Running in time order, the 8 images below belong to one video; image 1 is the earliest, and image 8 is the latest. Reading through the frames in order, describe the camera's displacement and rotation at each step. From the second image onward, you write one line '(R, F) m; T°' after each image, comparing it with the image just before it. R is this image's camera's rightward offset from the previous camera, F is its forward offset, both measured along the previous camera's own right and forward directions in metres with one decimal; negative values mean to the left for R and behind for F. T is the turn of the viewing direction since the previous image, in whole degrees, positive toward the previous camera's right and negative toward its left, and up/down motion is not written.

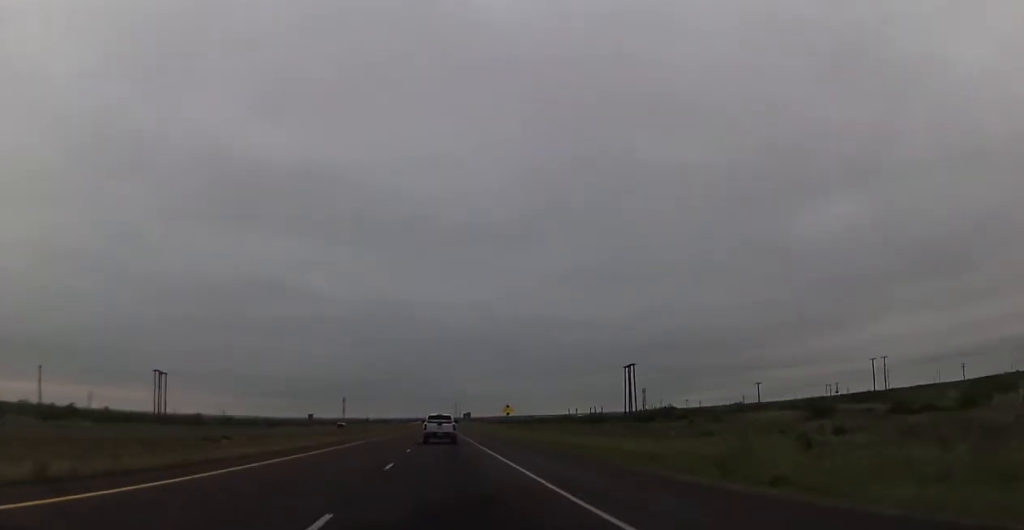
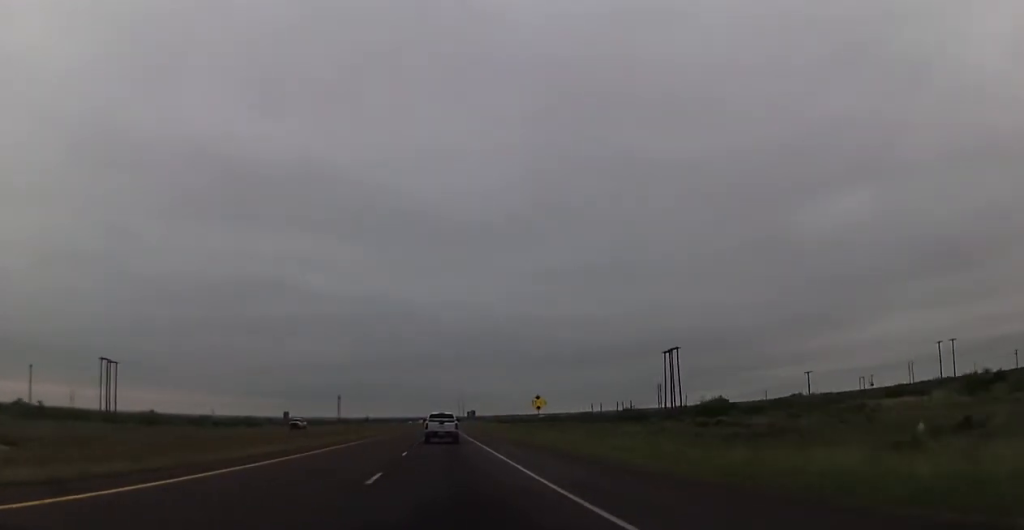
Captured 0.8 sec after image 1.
(-0.1, +28.4) m; 0°
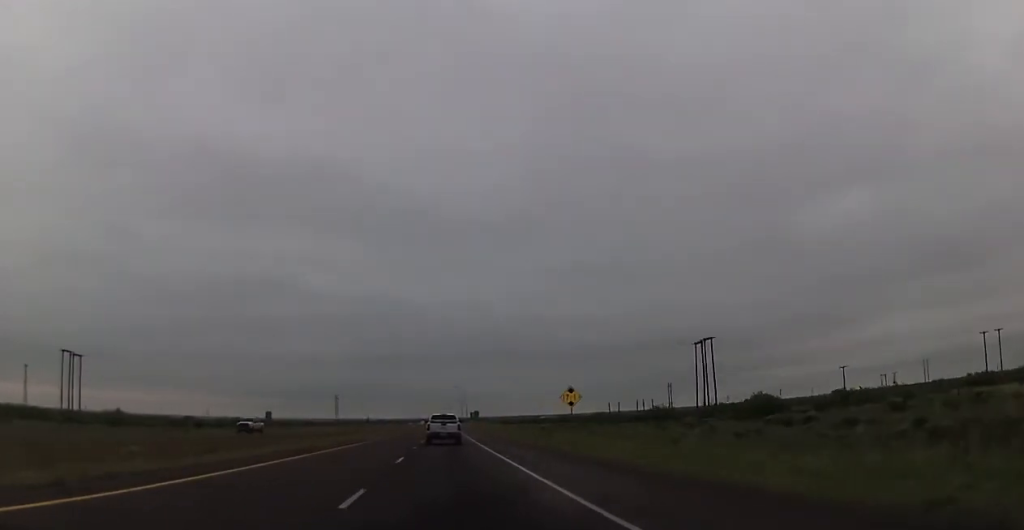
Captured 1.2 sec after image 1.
(-0.2, +16.1) m; 0°
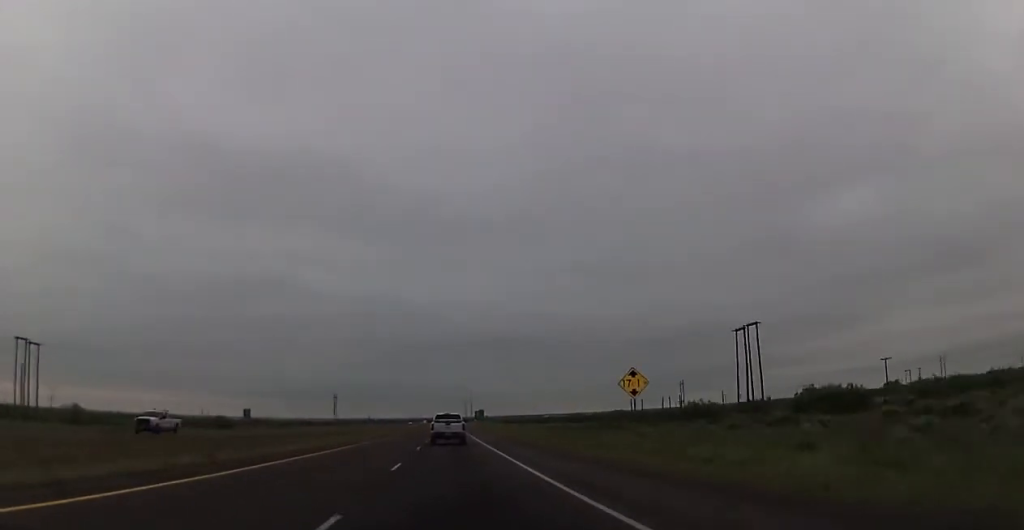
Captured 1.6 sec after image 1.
(-0.1, +16.1) m; 0°
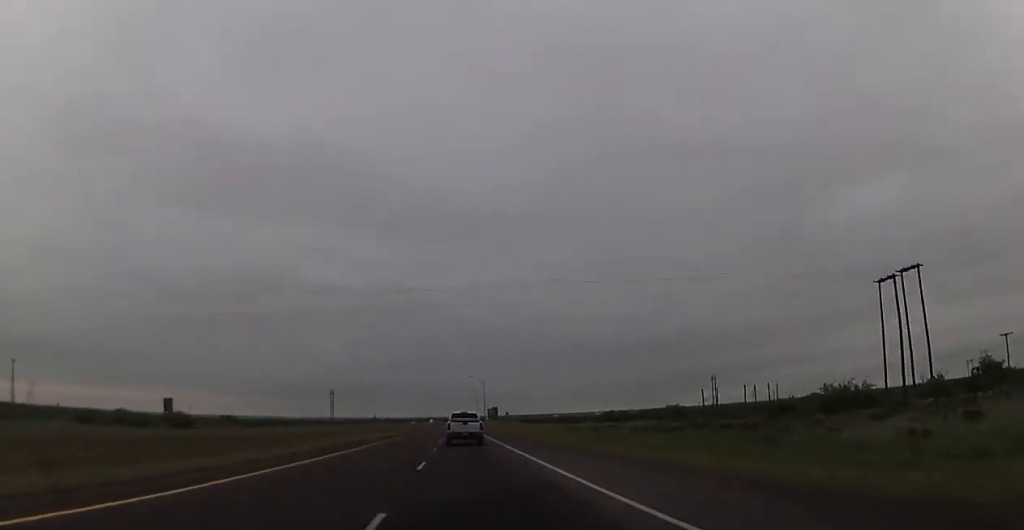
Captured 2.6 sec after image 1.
(+0.6, +35.9) m; 0°
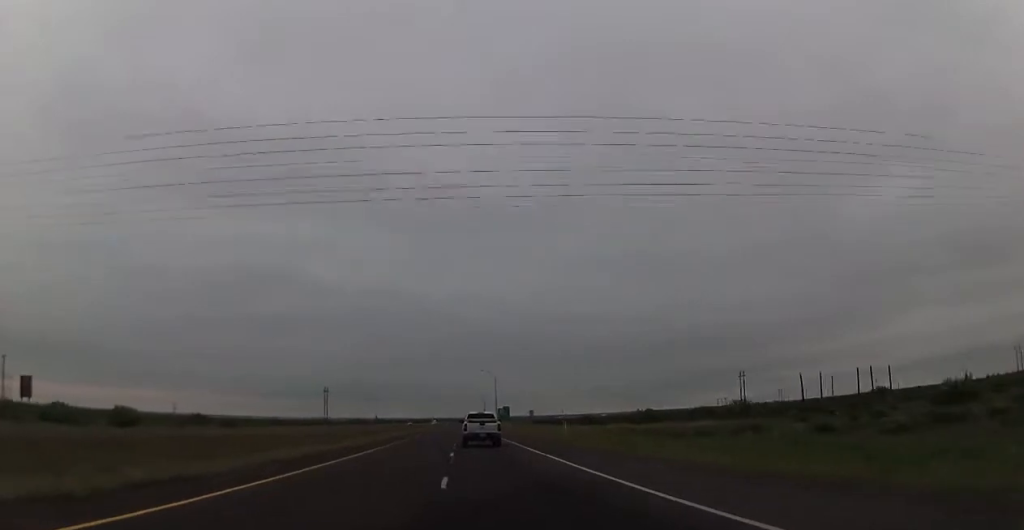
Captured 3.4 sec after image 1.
(-0.2, +29.6) m; -1°
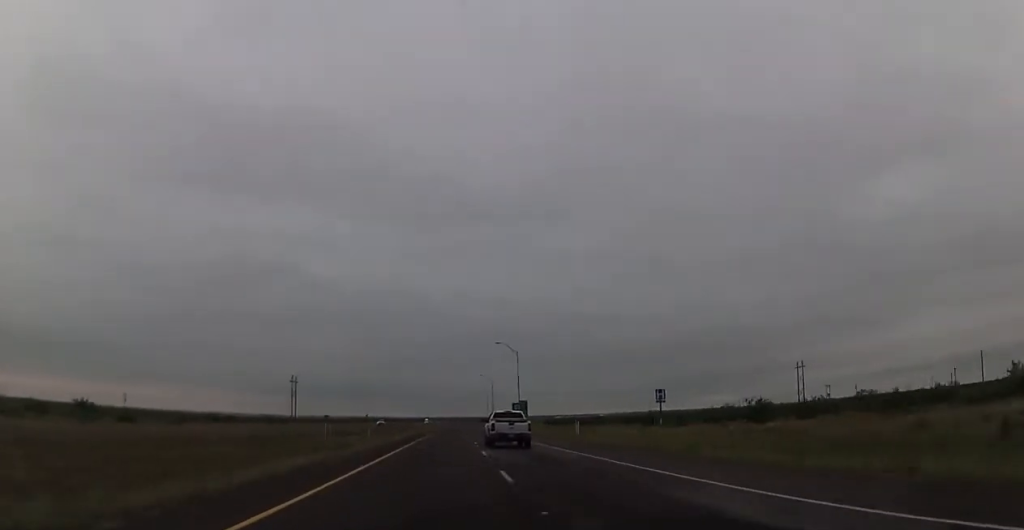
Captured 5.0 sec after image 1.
(-0.5, +59.5) m; -1°
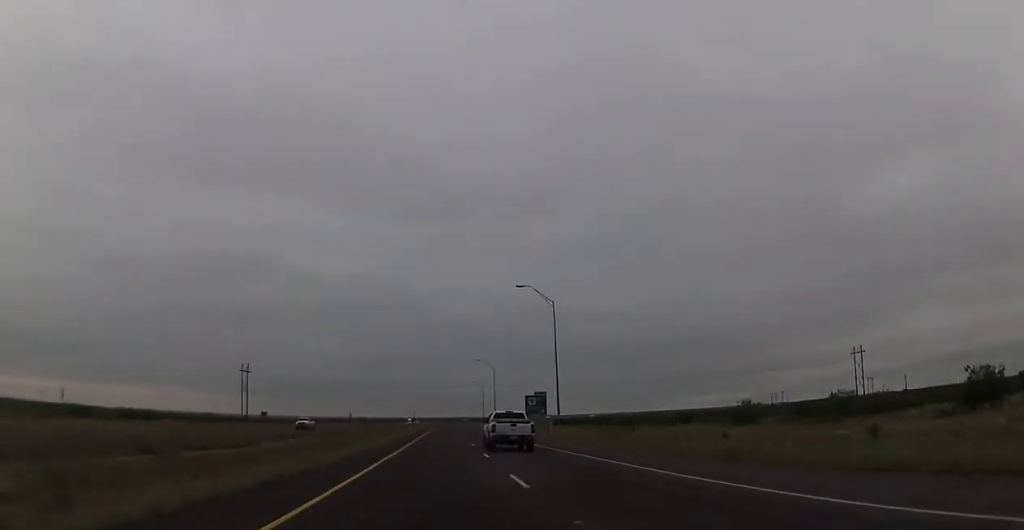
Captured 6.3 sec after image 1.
(-0.1, +49.5) m; +1°
